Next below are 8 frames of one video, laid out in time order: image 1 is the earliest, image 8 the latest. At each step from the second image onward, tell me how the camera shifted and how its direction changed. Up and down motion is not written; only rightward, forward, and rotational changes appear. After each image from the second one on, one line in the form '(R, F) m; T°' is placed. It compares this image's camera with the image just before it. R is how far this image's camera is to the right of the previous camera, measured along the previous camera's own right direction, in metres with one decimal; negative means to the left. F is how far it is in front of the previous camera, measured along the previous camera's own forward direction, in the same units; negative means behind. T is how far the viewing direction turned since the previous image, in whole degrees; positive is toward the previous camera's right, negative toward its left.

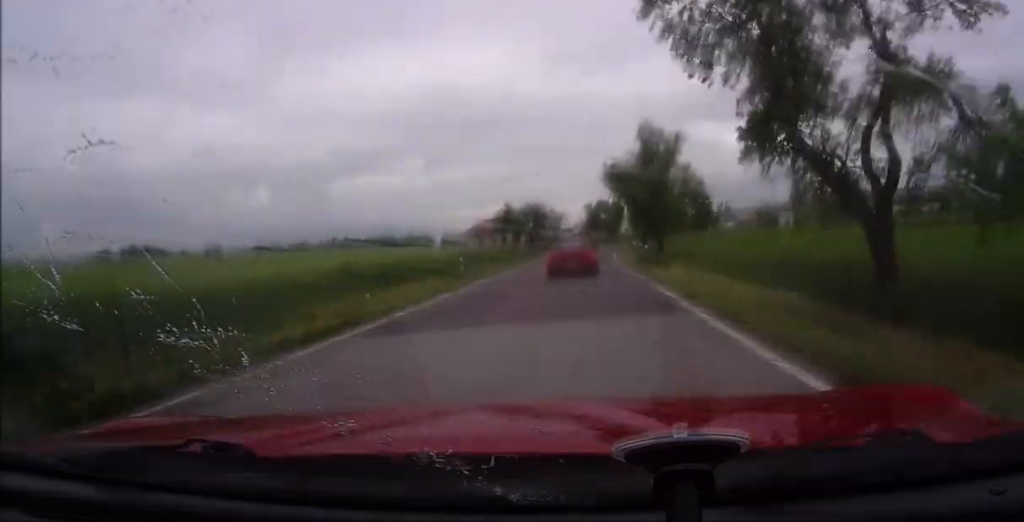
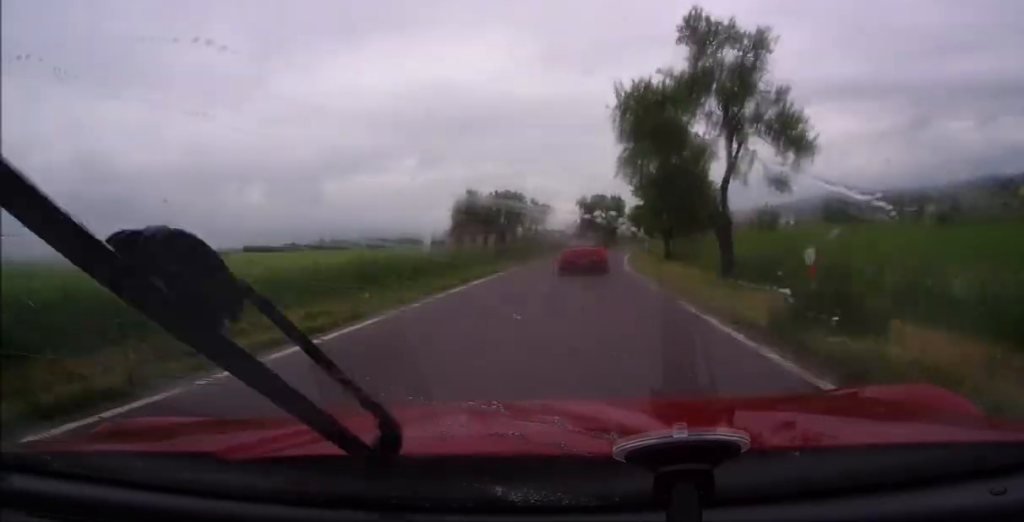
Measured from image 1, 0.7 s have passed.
(-0.1, +19.4) m; 0°
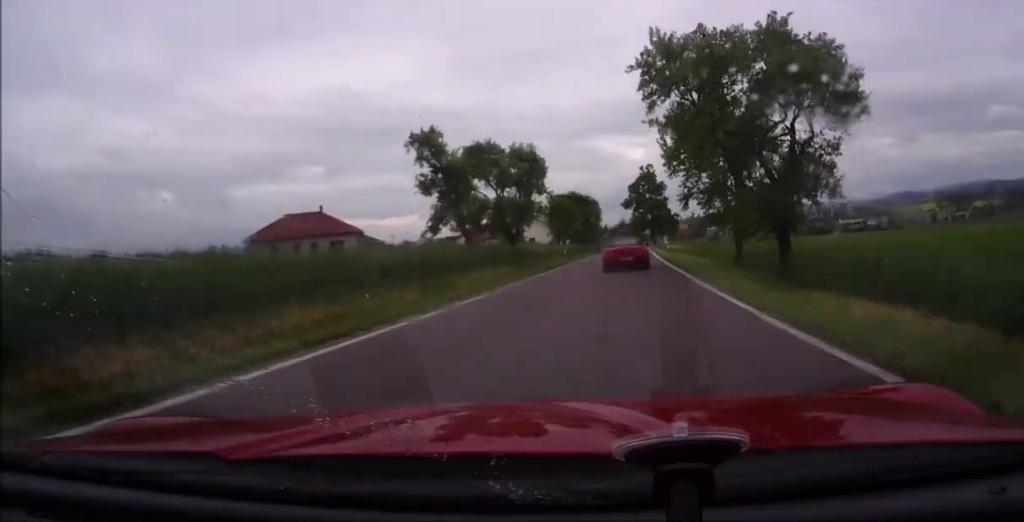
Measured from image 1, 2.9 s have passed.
(+0.3, +55.5) m; +3°
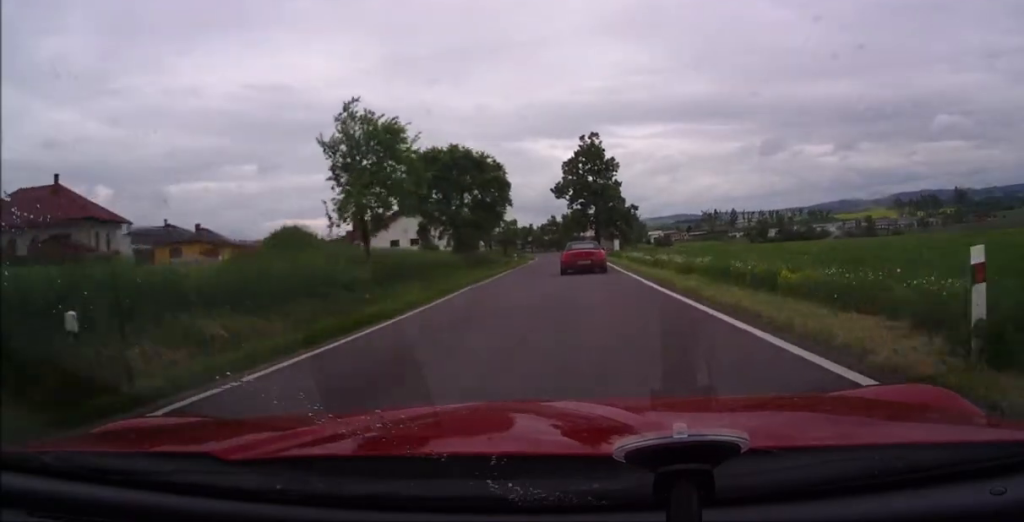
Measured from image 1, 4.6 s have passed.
(+3.0, +44.0) m; +7°
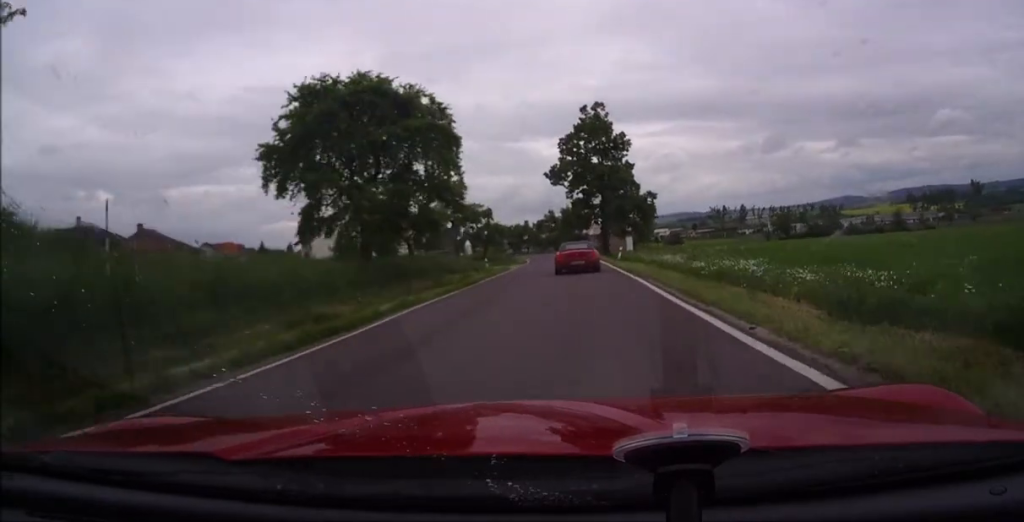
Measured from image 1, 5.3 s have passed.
(+0.4, +19.8) m; +2°
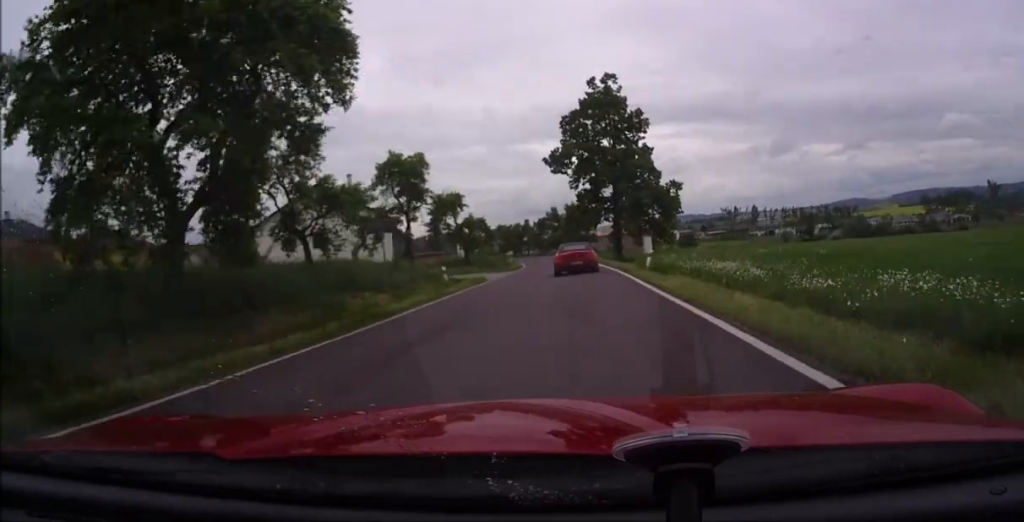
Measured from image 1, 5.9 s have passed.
(+0.2, +13.6) m; +1°
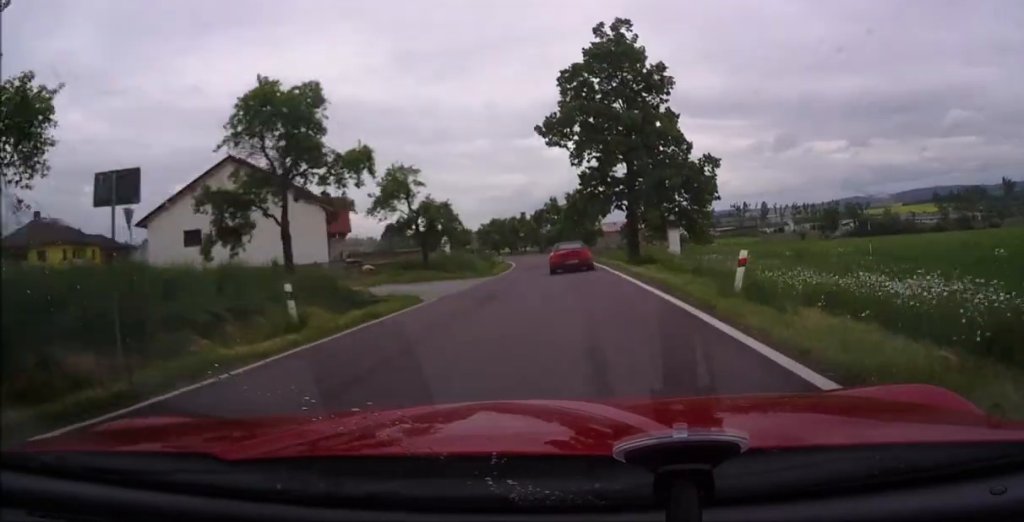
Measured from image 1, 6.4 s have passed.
(+0.1, +14.3) m; +1°
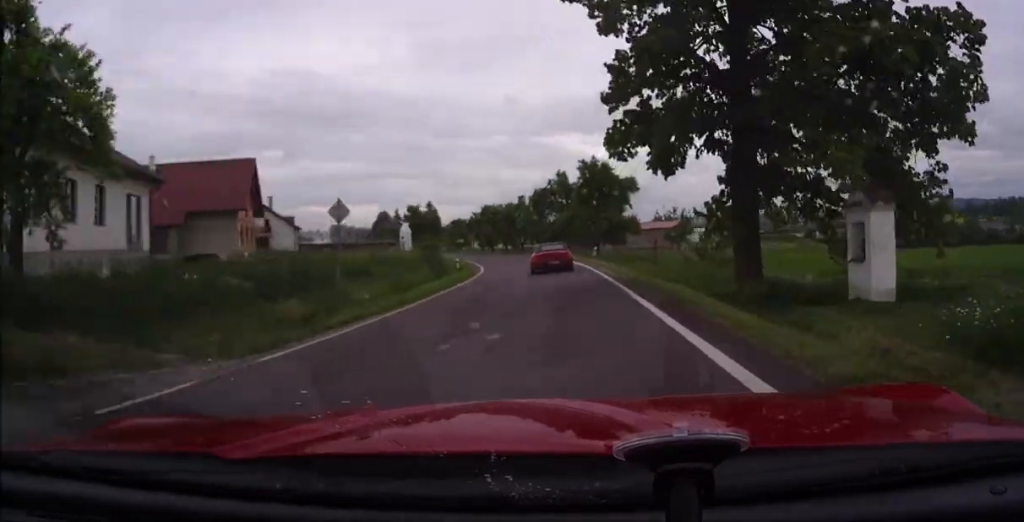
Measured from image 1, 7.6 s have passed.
(+0.6, +28.1) m; 0°
